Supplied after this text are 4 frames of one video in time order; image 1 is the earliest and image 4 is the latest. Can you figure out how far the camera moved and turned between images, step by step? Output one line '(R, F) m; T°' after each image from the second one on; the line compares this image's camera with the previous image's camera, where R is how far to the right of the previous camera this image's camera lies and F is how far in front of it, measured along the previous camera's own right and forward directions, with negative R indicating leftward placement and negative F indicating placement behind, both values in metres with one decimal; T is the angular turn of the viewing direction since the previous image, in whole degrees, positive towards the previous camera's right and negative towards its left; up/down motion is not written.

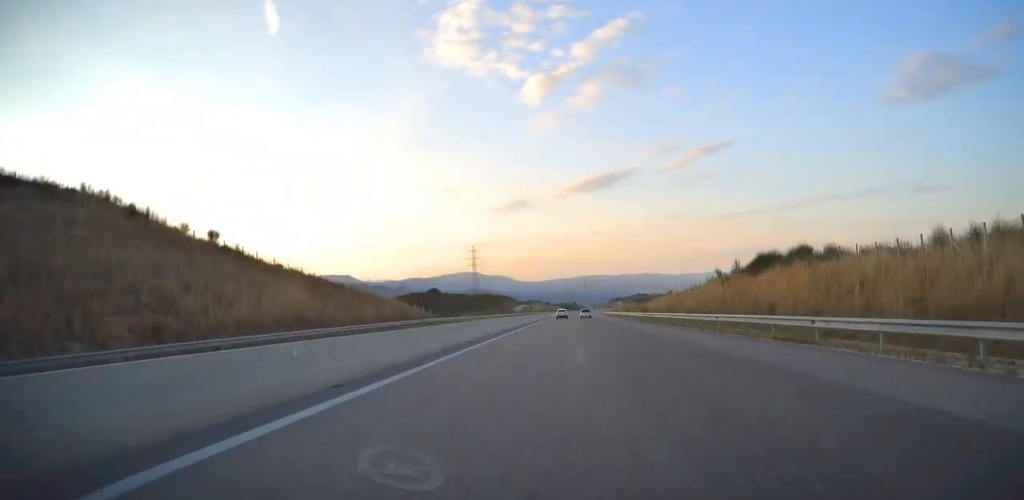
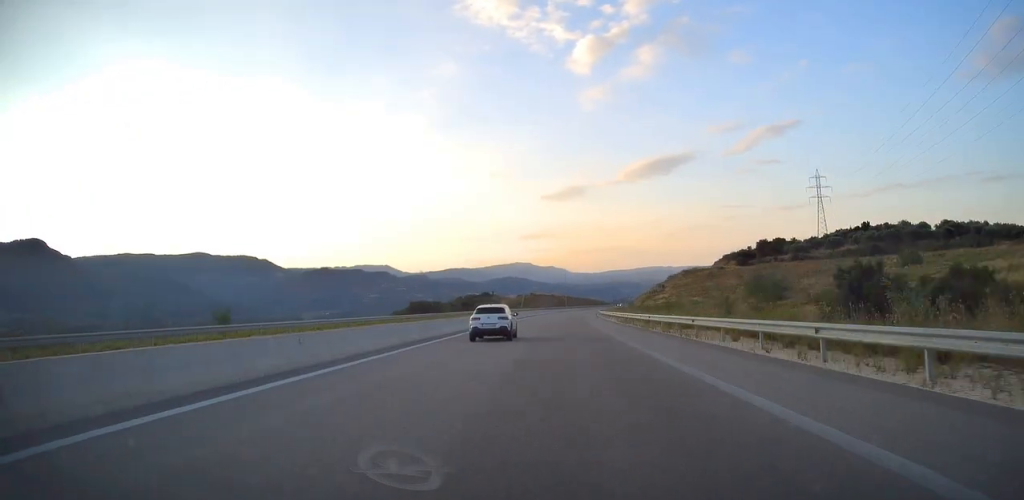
(-1.0, +1032.8) m; -3°
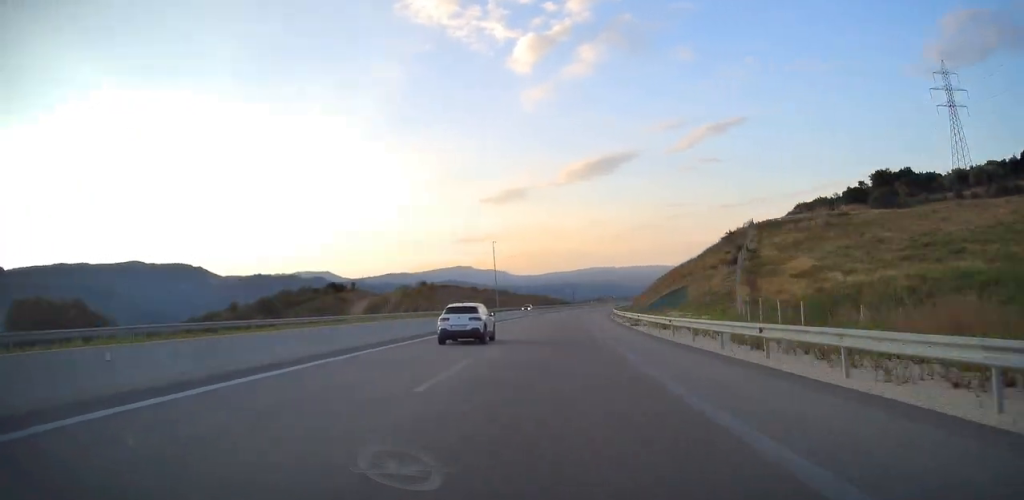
(+8.8, +126.5) m; +5°
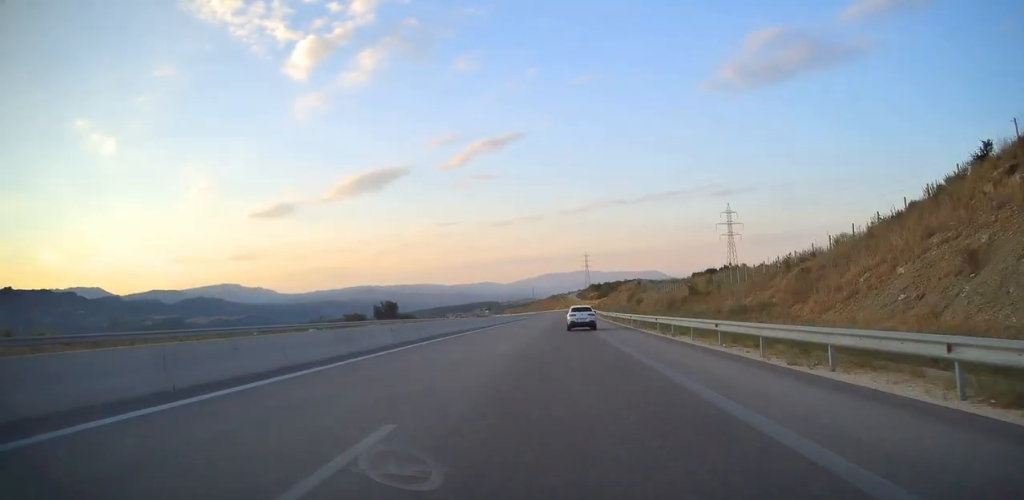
(+45.9, +323.1) m; +11°
